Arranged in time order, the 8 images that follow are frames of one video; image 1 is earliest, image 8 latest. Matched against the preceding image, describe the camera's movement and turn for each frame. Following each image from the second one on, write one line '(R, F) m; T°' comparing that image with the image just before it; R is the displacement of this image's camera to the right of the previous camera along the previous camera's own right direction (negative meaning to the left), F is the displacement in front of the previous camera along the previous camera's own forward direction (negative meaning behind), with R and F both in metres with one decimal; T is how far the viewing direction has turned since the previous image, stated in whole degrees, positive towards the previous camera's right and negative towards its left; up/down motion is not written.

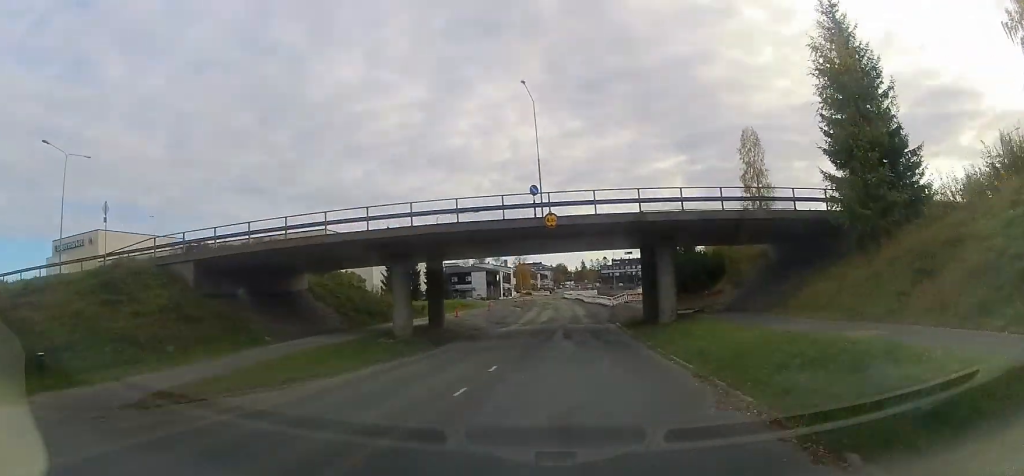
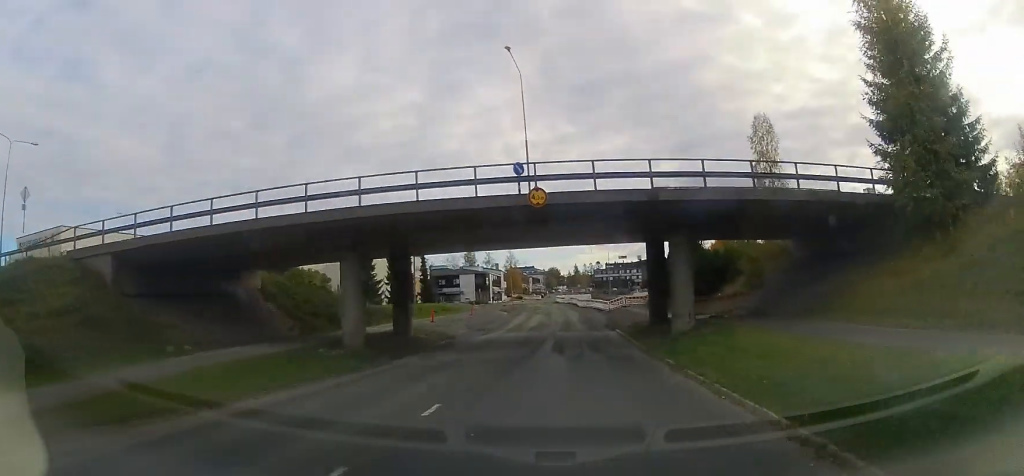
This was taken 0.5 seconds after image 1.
(0.0, +5.9) m; 0°
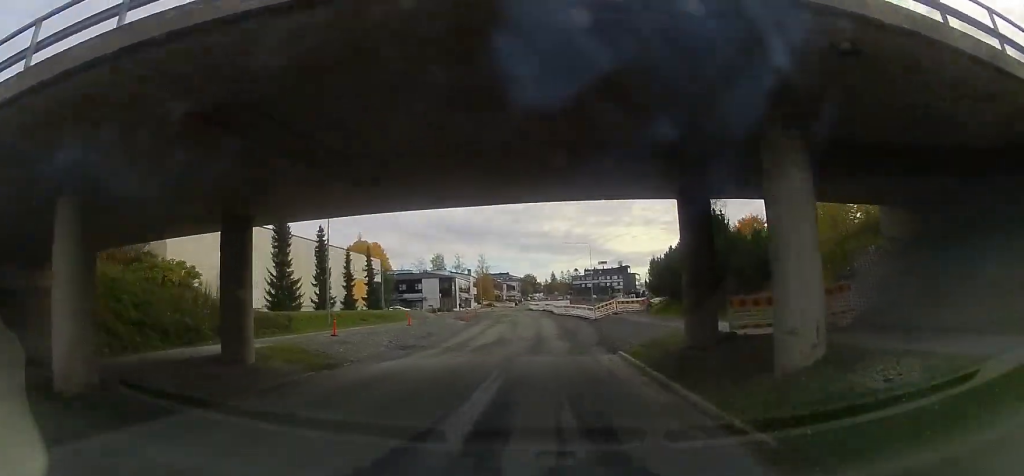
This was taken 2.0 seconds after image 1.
(+0.1, +14.8) m; +1°
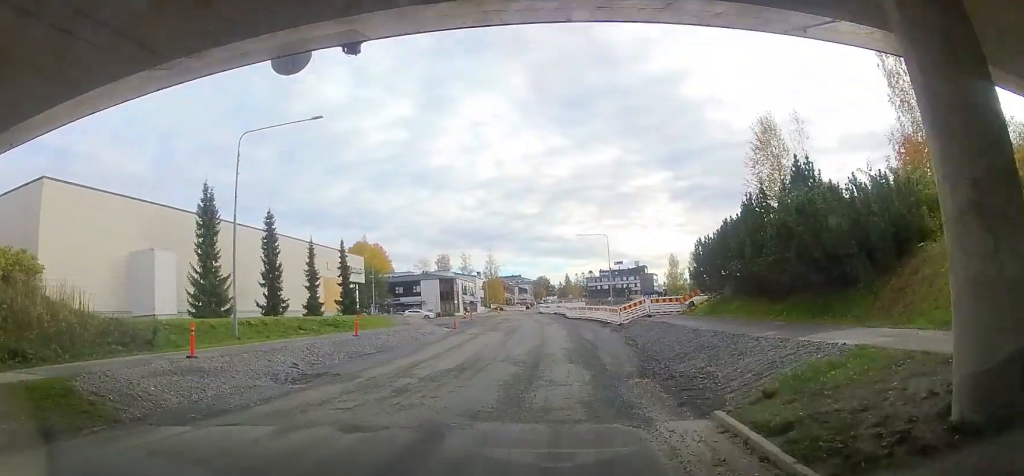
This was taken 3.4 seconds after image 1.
(+0.1, +12.6) m; -1°
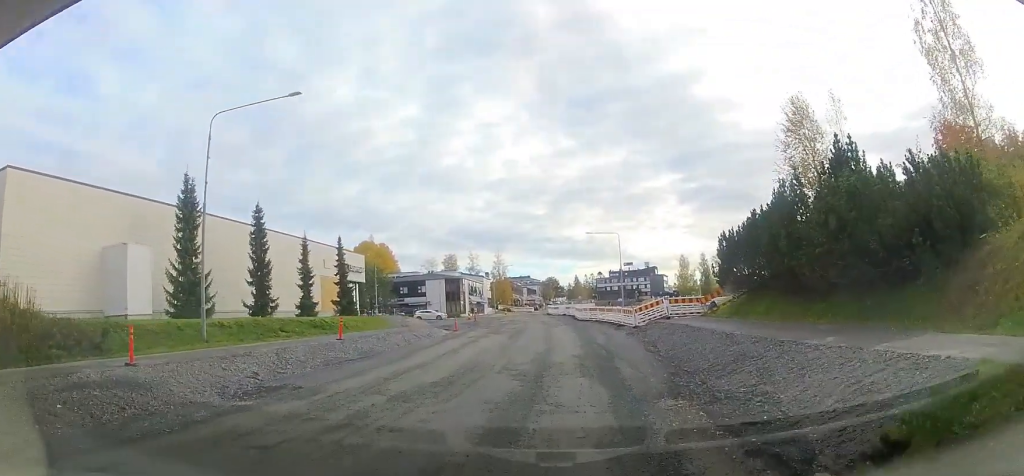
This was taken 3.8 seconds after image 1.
(+0.1, +3.5) m; -1°
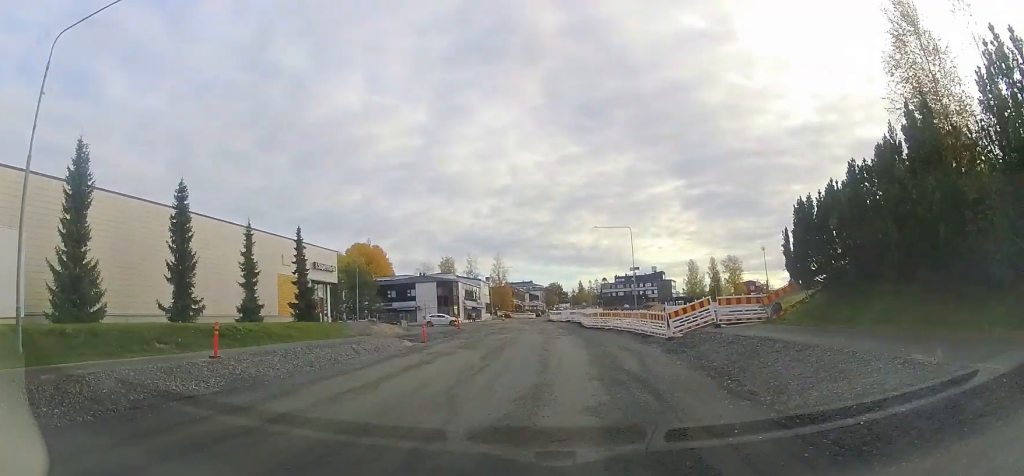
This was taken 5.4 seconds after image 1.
(0.0, +10.8) m; +1°
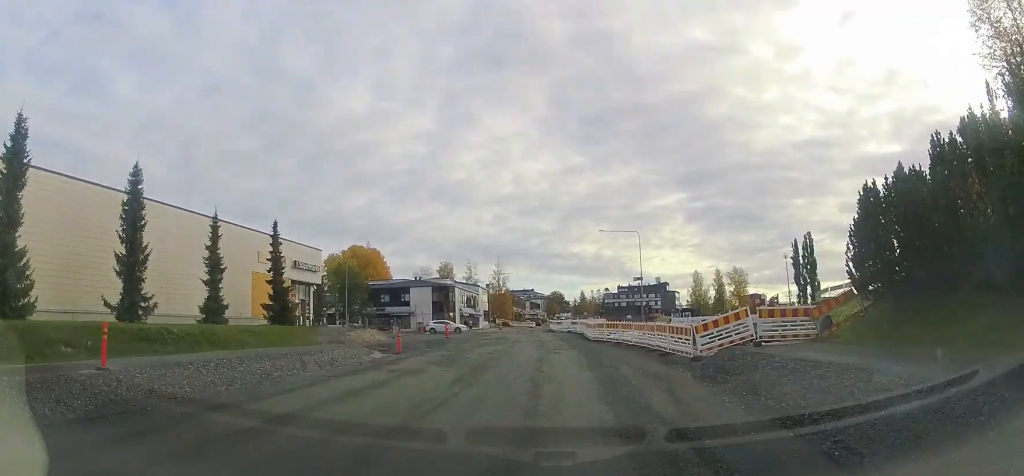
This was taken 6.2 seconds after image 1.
(-0.1, +4.6) m; 0°
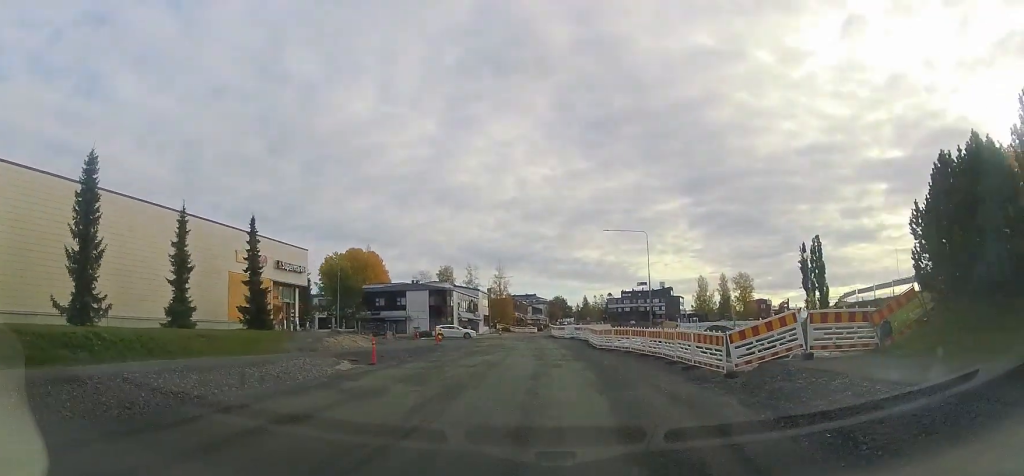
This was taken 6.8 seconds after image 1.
(-0.2, +3.5) m; 0°
